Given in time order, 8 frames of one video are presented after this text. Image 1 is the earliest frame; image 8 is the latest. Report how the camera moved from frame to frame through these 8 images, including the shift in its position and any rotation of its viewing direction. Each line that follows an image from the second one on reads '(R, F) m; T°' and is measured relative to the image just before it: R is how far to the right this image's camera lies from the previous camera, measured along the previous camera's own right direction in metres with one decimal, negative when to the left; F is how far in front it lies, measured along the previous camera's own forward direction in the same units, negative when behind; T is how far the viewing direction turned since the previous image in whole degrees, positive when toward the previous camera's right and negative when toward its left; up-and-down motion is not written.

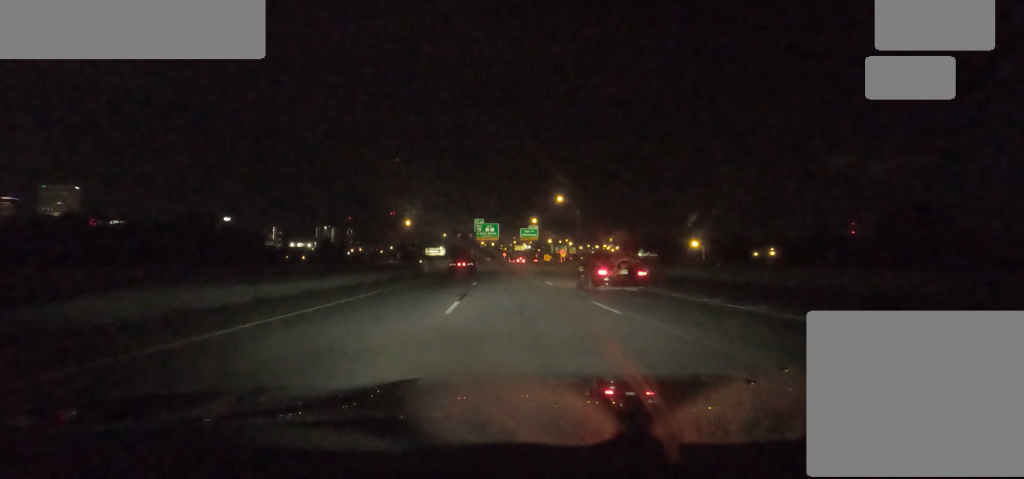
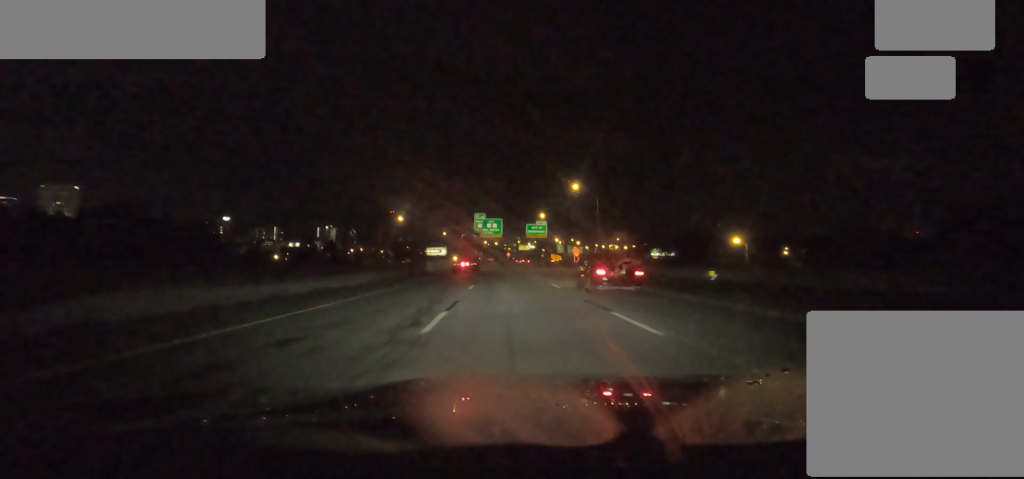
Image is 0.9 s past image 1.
(-0.1, +17.5) m; 0°
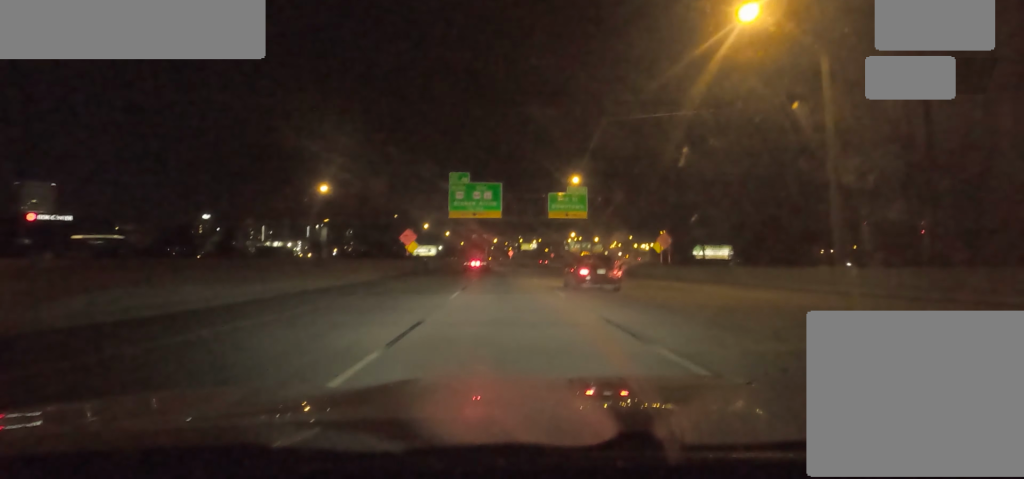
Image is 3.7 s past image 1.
(-2.2, +59.4) m; -2°
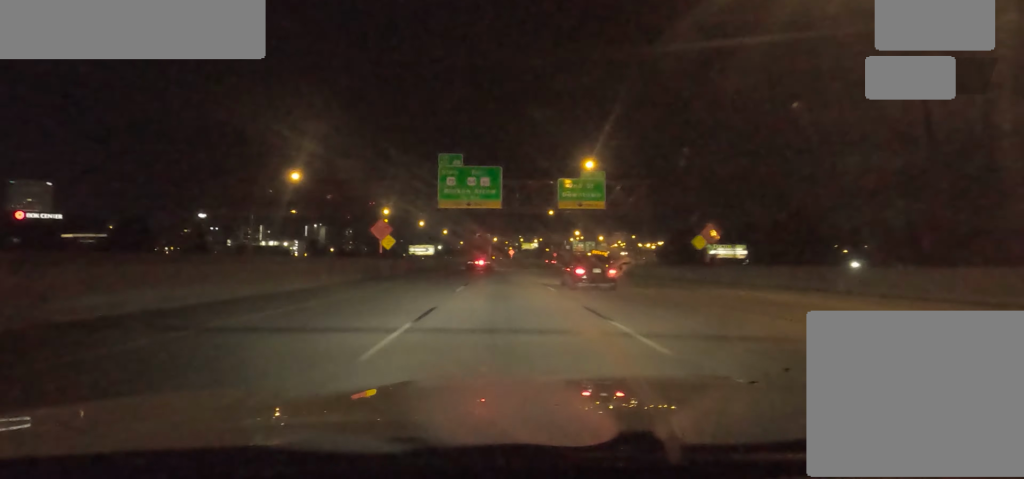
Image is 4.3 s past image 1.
(+0.6, +10.9) m; +1°
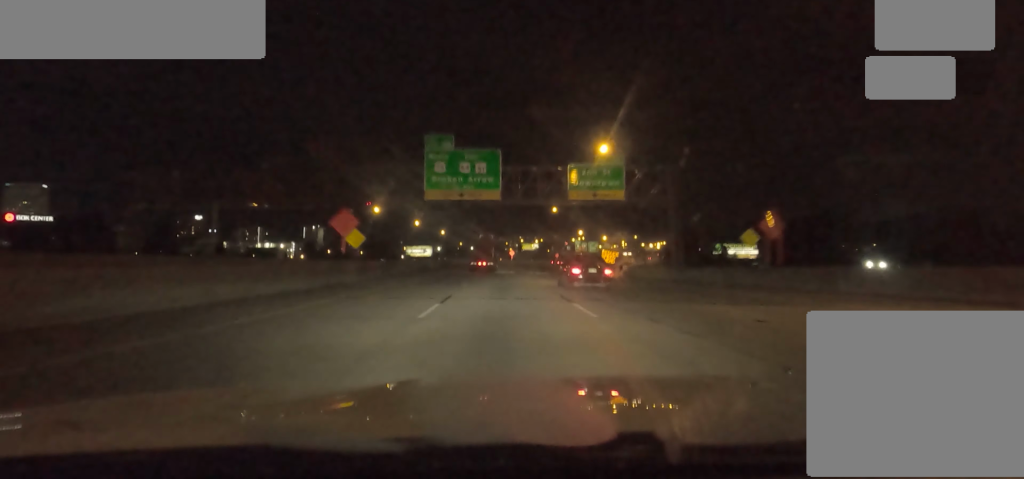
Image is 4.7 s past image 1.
(+0.2, +8.8) m; +1°
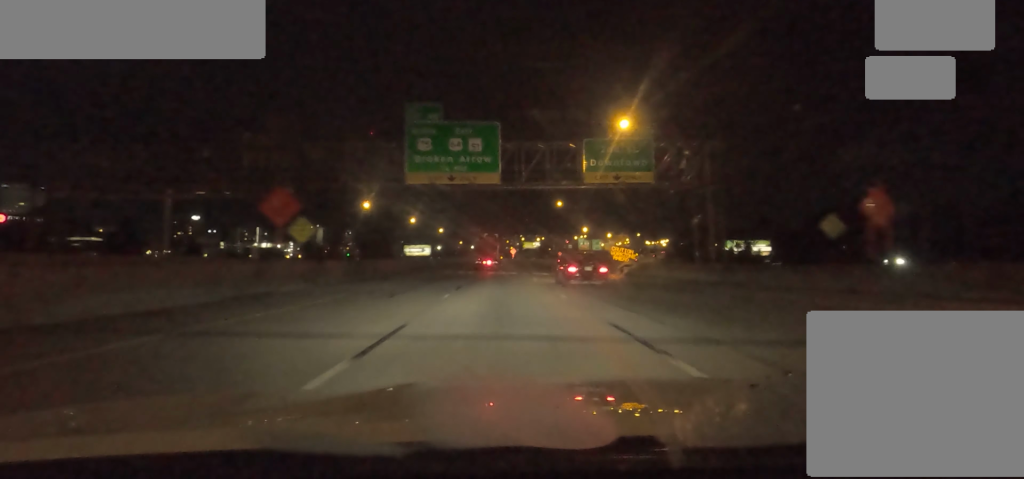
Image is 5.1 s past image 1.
(-0.1, +8.6) m; 0°
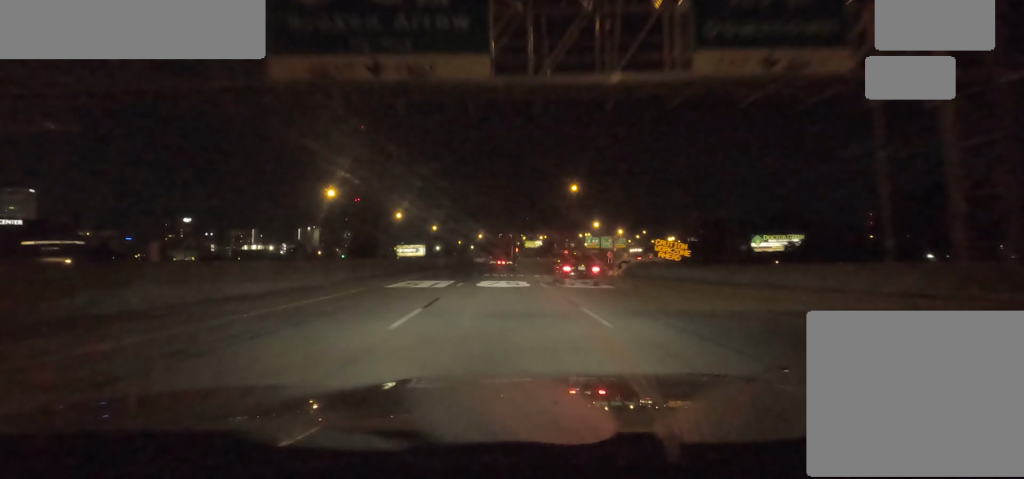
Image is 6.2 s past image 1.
(-0.1, +20.8) m; 0°
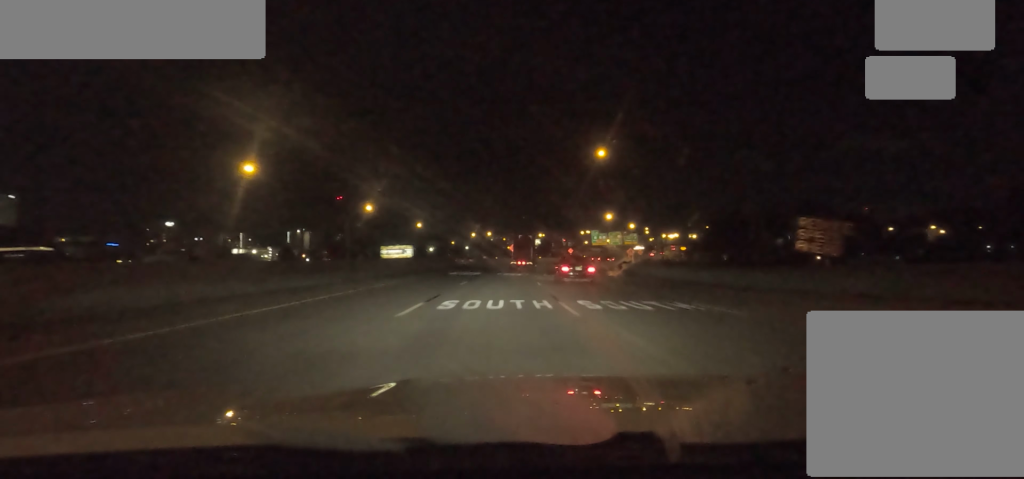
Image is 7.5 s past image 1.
(0.0, +25.2) m; 0°
